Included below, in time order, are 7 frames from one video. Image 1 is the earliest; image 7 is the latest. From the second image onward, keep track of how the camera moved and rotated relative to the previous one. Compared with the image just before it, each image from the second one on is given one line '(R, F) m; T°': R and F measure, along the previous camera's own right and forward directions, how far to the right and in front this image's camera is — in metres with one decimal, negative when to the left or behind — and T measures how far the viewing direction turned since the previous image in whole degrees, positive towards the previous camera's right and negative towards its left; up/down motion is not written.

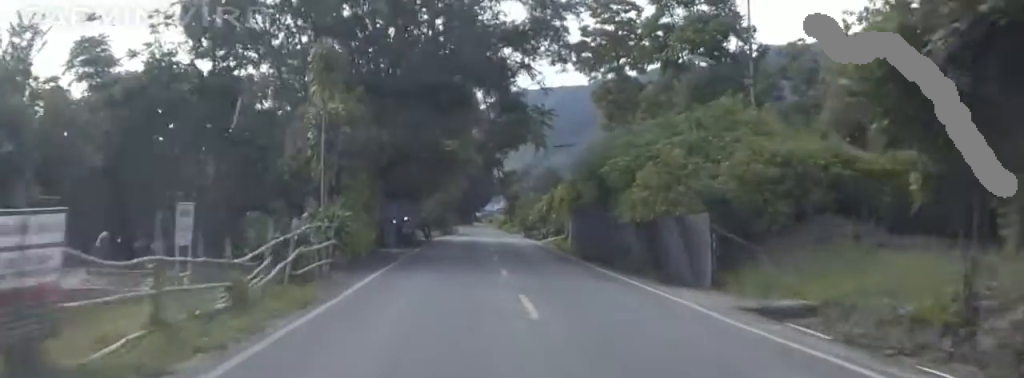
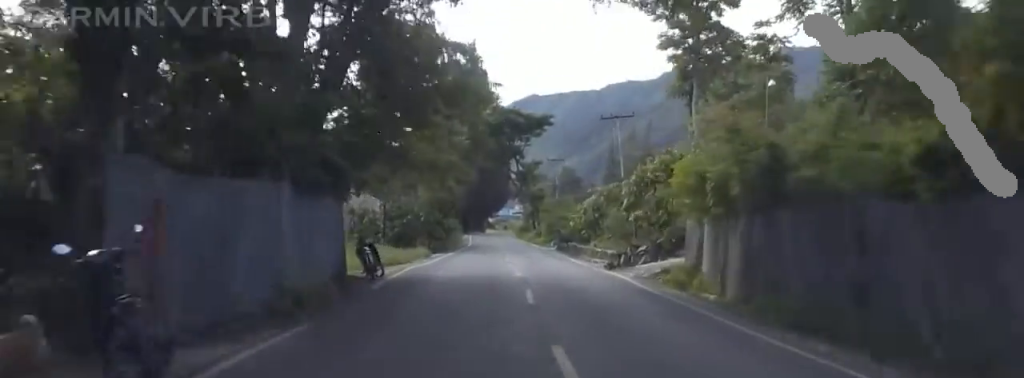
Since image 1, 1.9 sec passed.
(+0.4, +29.6) m; -2°
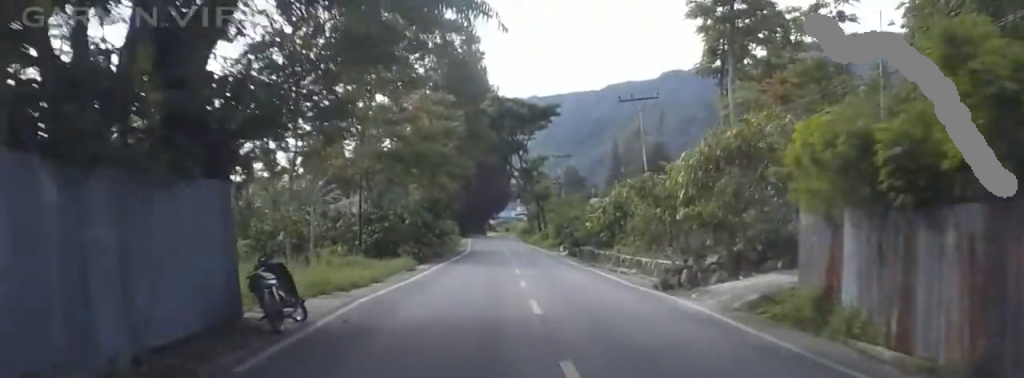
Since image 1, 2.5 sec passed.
(-0.1, +9.3) m; -2°
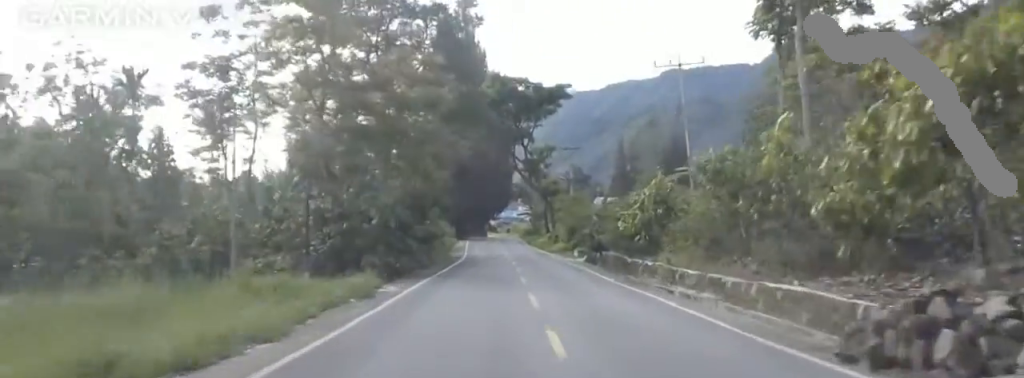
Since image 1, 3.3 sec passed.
(0.0, +11.7) m; -1°
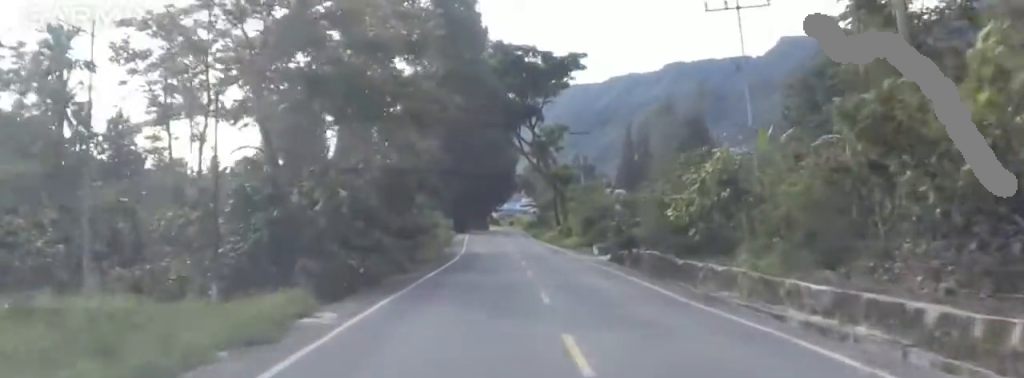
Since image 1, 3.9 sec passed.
(-0.4, +9.7) m; 0°
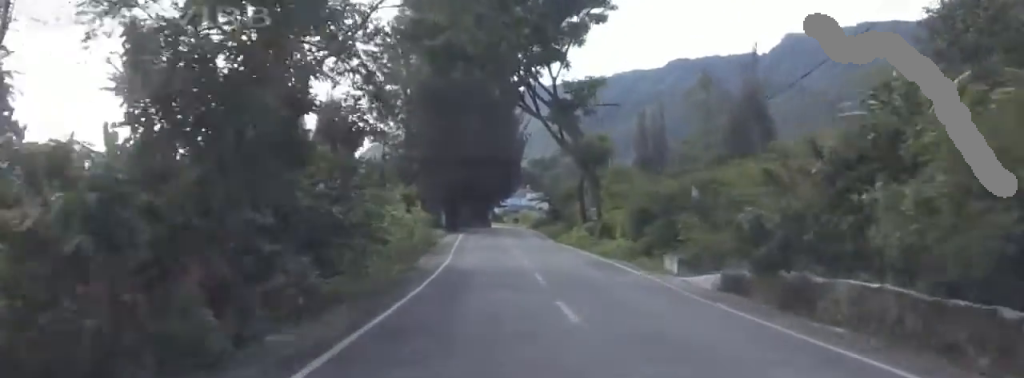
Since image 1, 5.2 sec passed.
(+0.4, +20.2) m; 0°
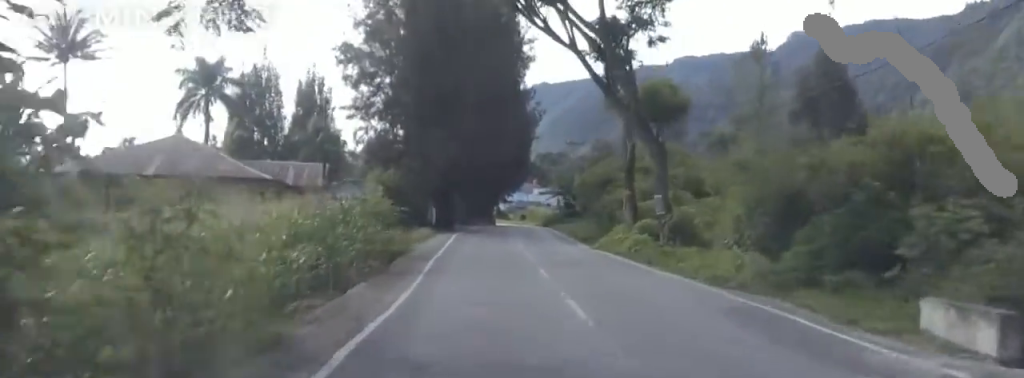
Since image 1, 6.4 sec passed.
(-0.4, +17.5) m; 0°
